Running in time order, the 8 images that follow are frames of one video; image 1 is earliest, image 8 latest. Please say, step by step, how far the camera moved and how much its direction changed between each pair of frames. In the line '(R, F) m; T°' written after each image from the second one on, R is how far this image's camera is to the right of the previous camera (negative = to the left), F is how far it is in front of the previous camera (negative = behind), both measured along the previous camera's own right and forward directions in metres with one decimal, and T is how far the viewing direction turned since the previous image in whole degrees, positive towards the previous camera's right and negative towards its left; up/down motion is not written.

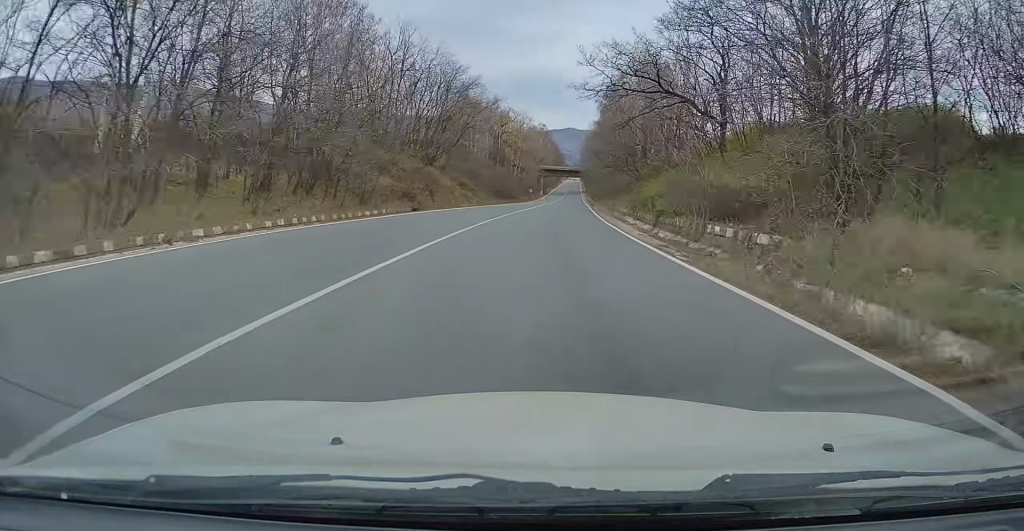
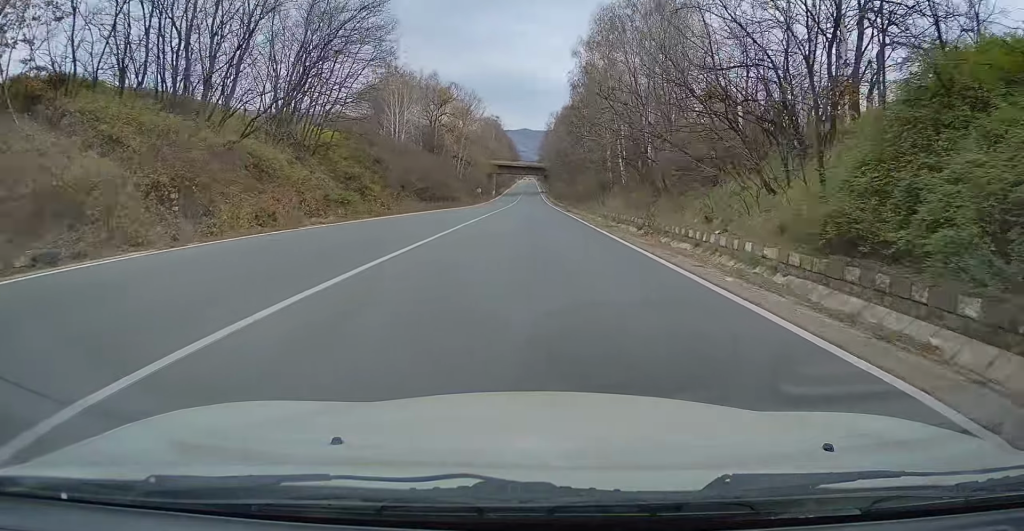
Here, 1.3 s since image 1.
(+1.2, +32.2) m; +3°
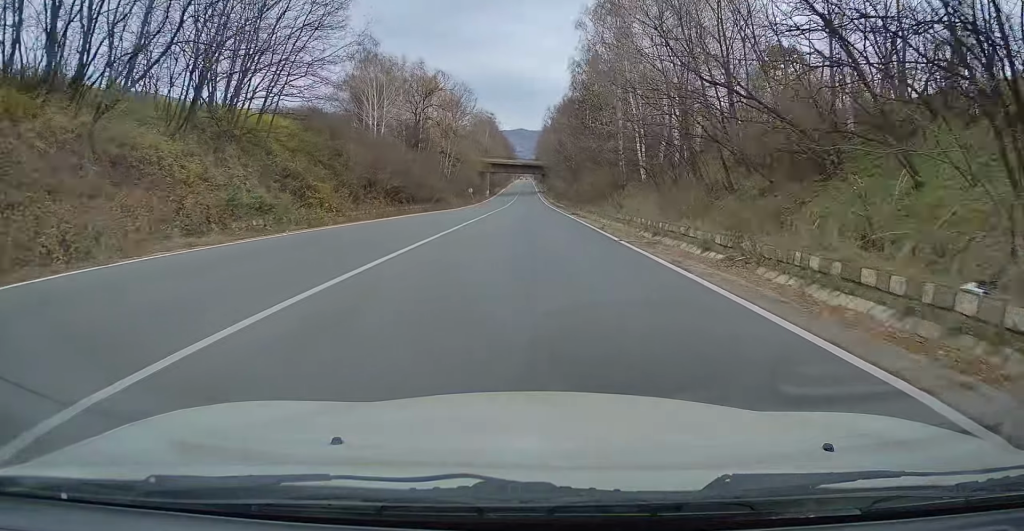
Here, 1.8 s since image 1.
(+0.1, +10.6) m; 0°
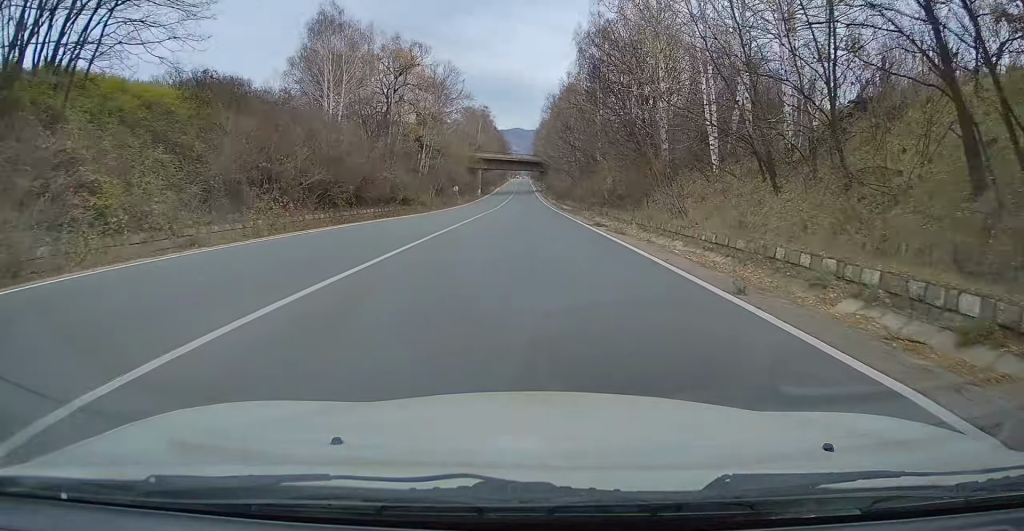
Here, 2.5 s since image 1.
(+0.1, +17.2) m; 0°
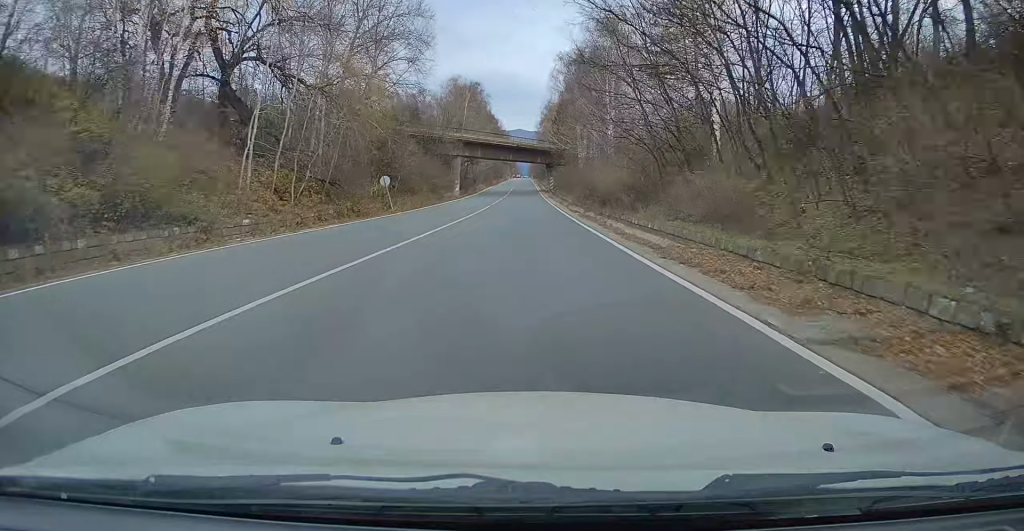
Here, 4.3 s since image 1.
(+0.3, +44.9) m; +1°
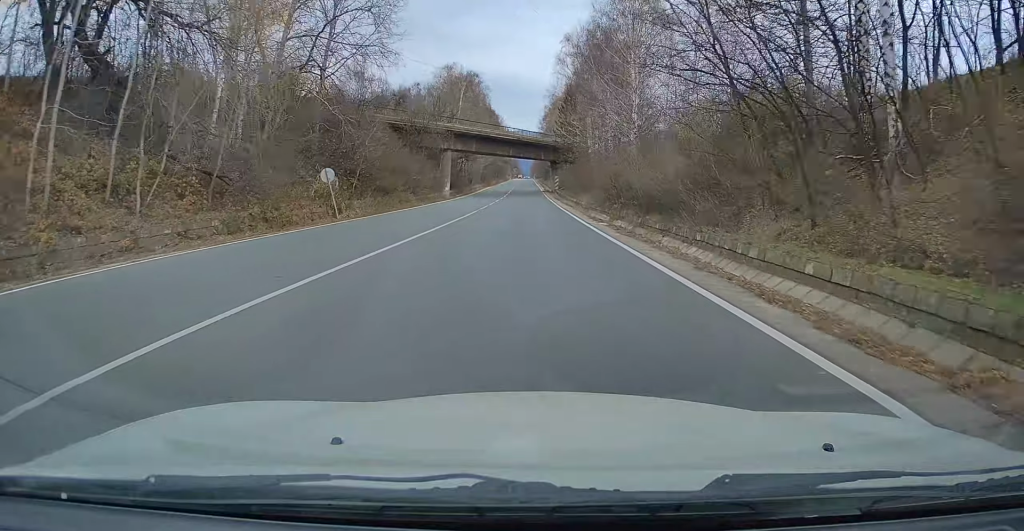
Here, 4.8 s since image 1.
(0.0, +13.5) m; 0°
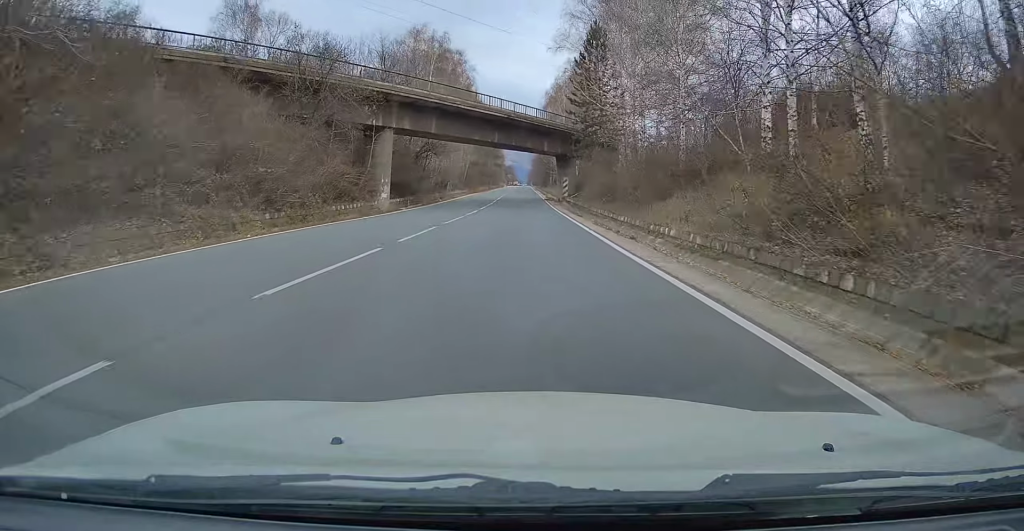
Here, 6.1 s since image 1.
(+0.1, +33.1) m; 0°
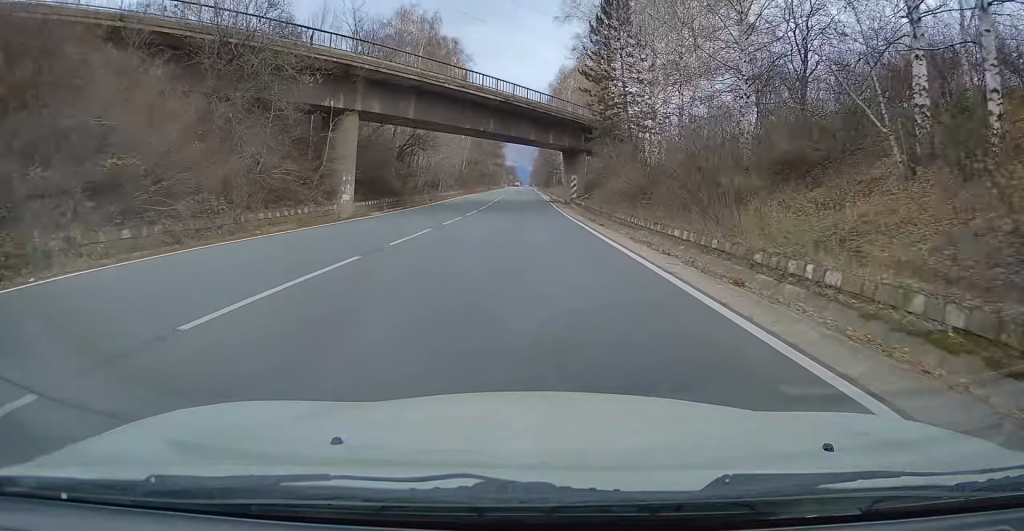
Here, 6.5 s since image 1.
(0.0, +10.2) m; 0°
